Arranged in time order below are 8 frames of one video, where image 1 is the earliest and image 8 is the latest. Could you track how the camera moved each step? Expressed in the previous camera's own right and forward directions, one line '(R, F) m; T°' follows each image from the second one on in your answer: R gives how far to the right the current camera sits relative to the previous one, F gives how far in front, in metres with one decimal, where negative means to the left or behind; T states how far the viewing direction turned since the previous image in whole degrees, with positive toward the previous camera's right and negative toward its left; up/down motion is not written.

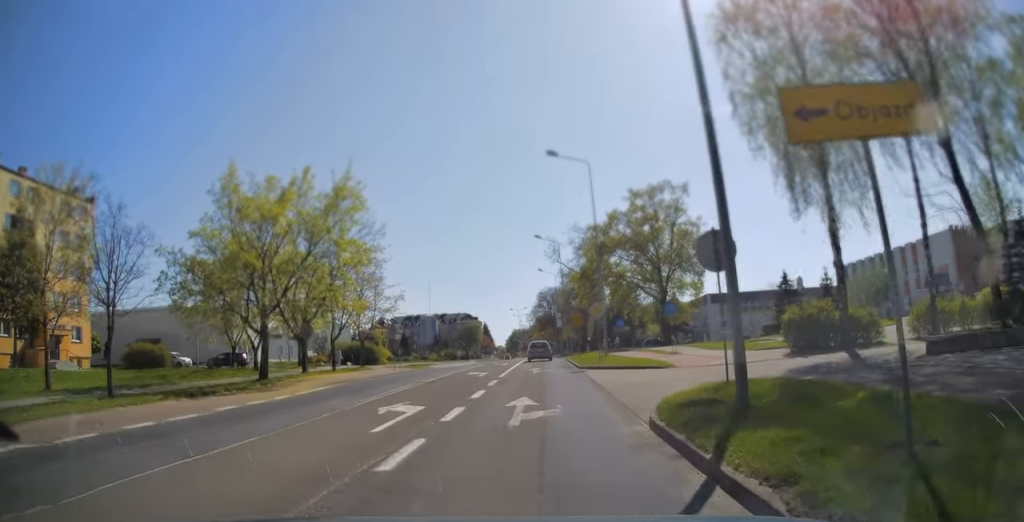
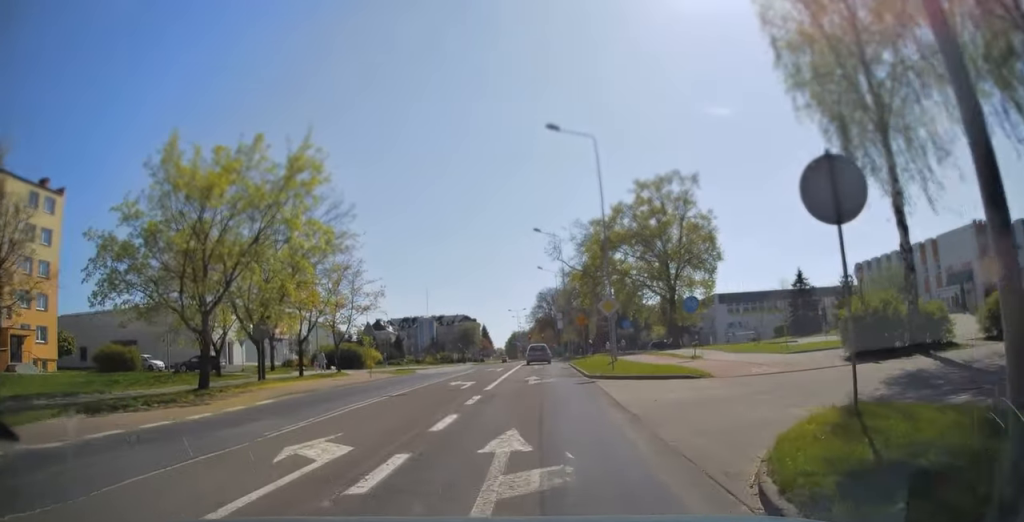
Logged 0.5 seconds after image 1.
(+0.1, +5.0) m; 0°
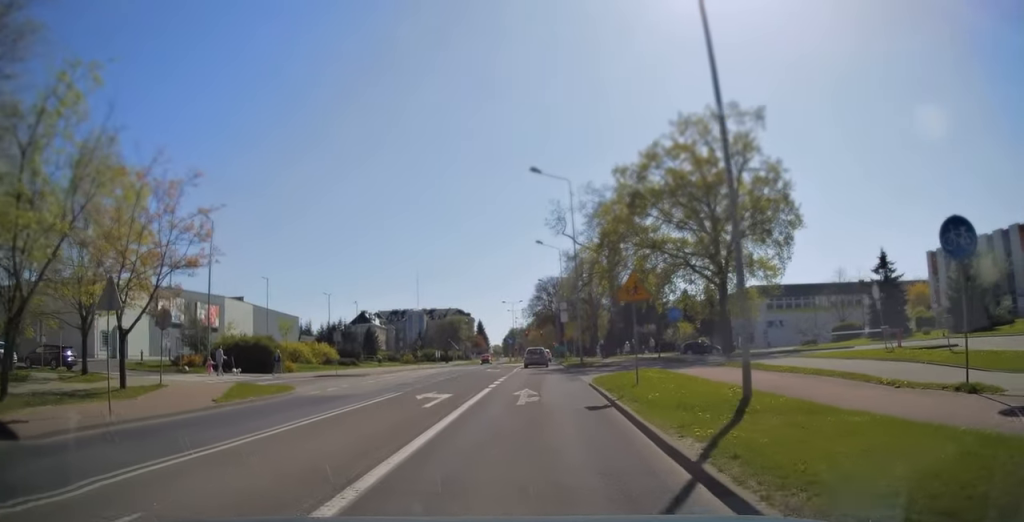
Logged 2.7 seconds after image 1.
(-0.2, +19.9) m; -1°
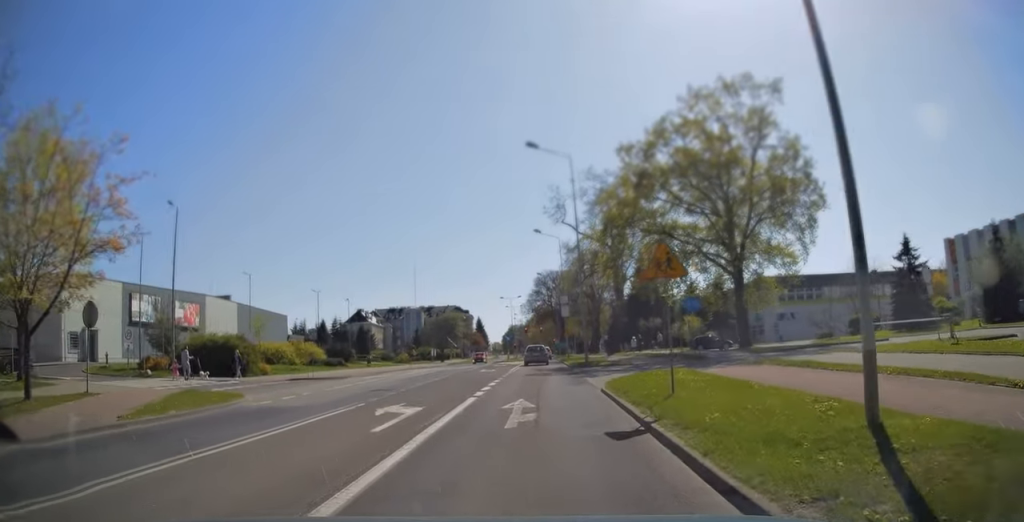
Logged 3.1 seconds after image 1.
(0.0, +4.3) m; 0°
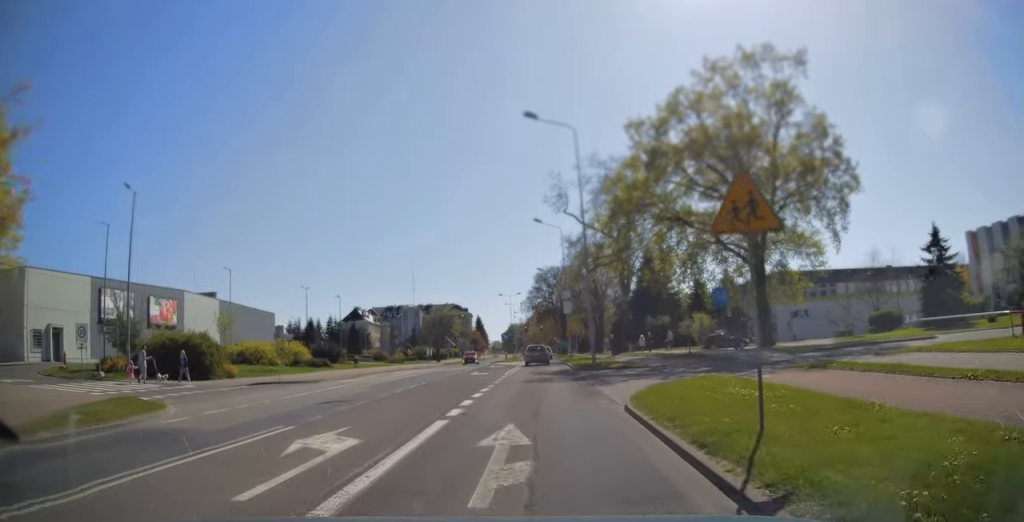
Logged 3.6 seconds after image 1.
(-0.1, +4.5) m; 0°
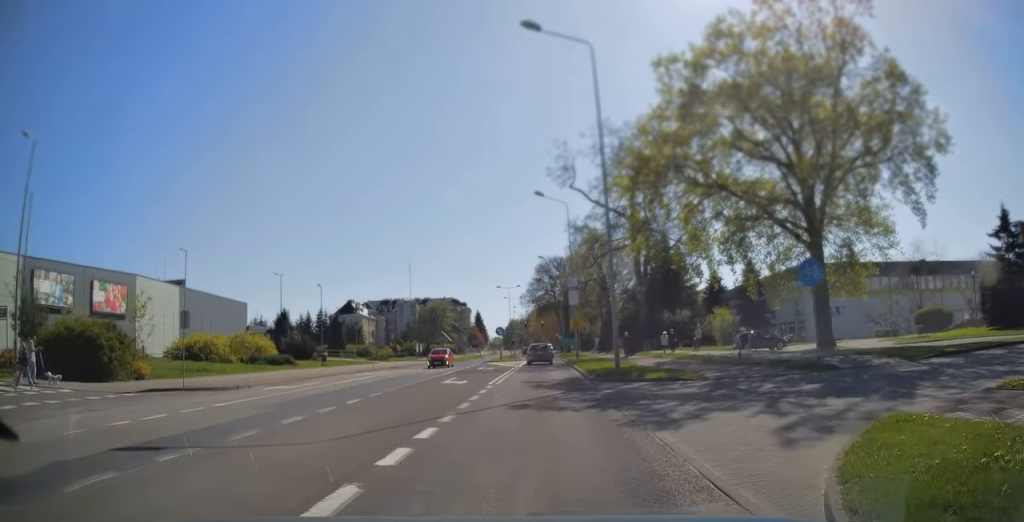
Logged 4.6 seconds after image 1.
(+0.1, +8.6) m; 0°
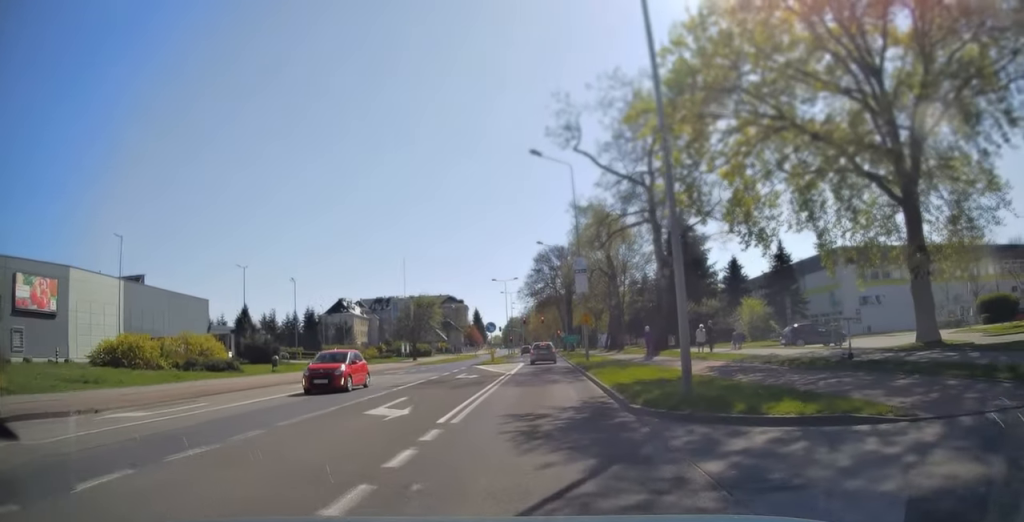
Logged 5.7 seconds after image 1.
(-0.2, +9.4) m; 0°
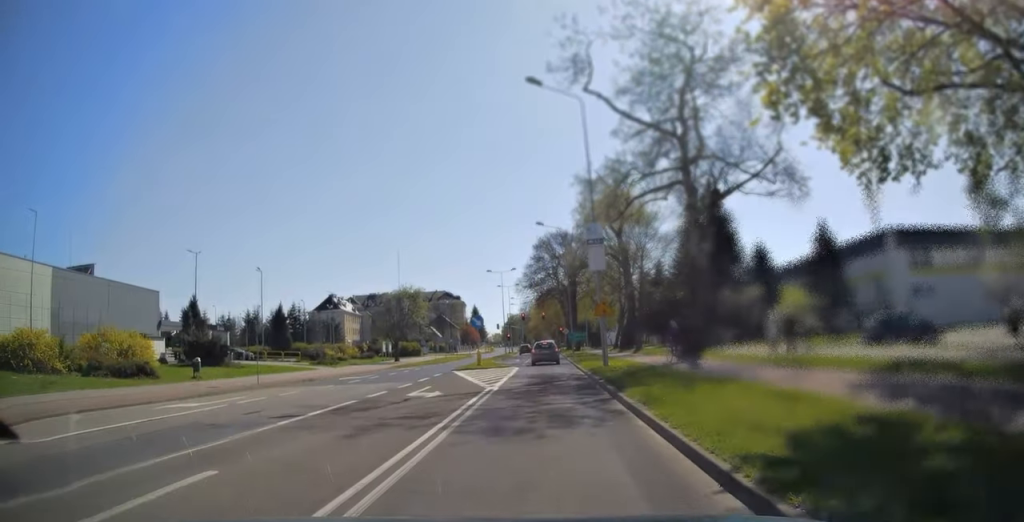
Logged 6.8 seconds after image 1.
(+0.2, +9.6) m; 0°
